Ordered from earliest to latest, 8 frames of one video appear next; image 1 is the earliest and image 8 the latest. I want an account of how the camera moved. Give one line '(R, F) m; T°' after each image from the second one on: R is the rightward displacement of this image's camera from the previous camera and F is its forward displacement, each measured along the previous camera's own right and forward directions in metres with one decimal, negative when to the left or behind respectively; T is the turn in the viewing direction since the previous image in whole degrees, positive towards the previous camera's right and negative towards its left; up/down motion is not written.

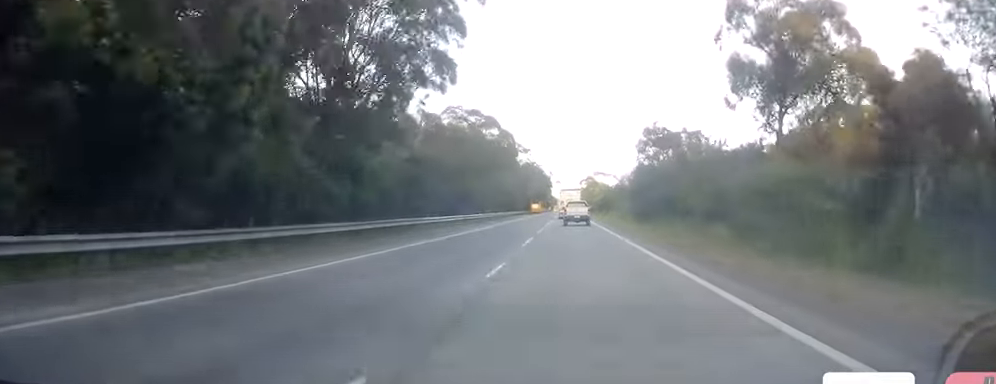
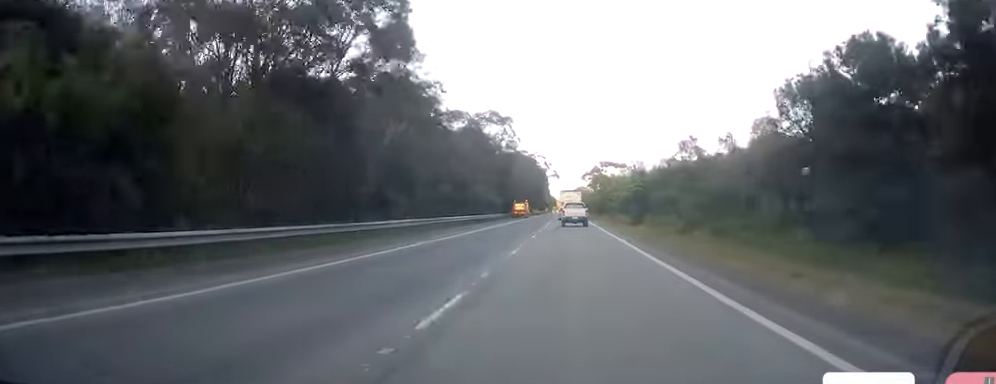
(+0.1, +54.2) m; 0°
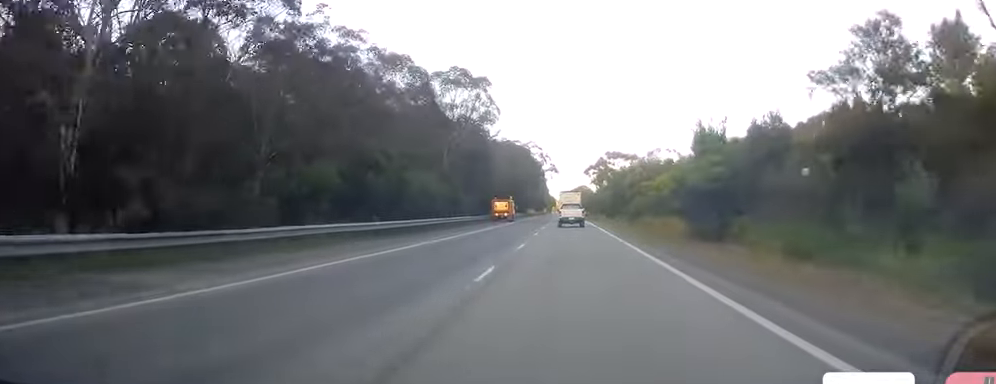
(0.0, +30.9) m; 0°
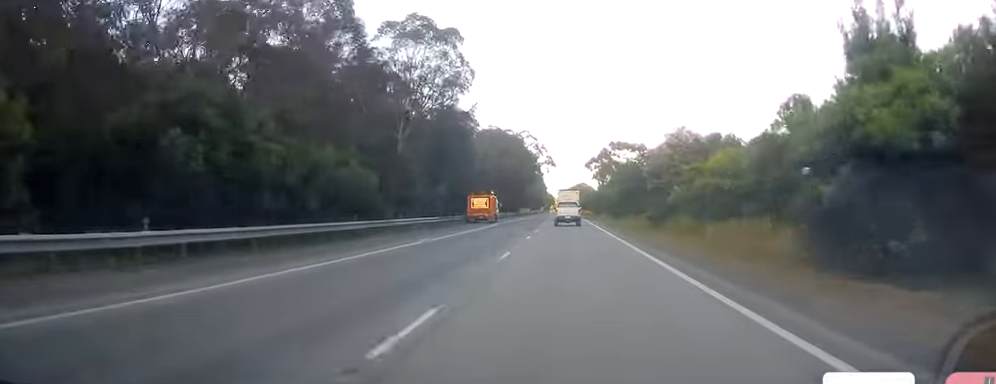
(-0.1, +18.6) m; 0°
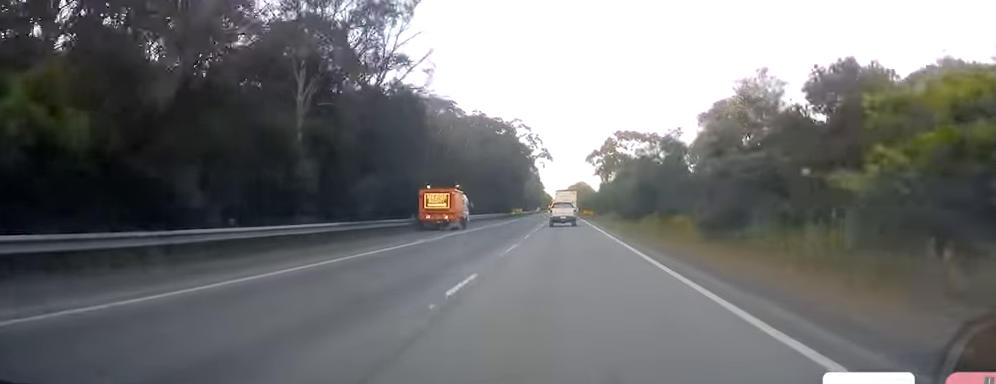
(0.0, +19.5) m; 0°
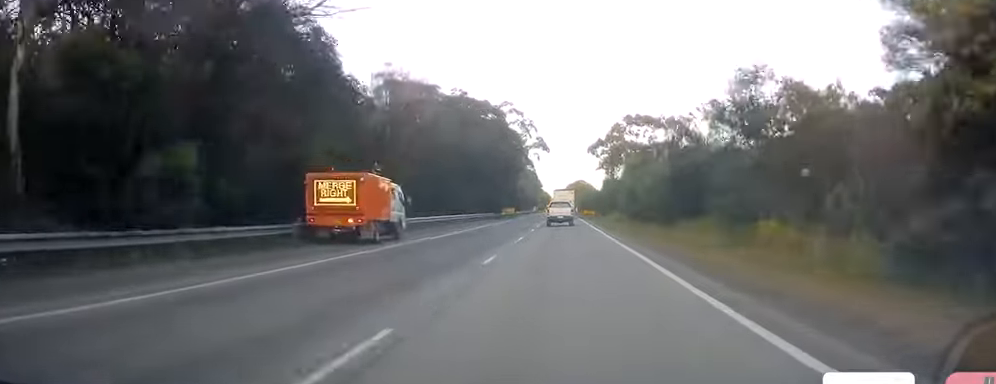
(0.0, +18.6) m; 0°
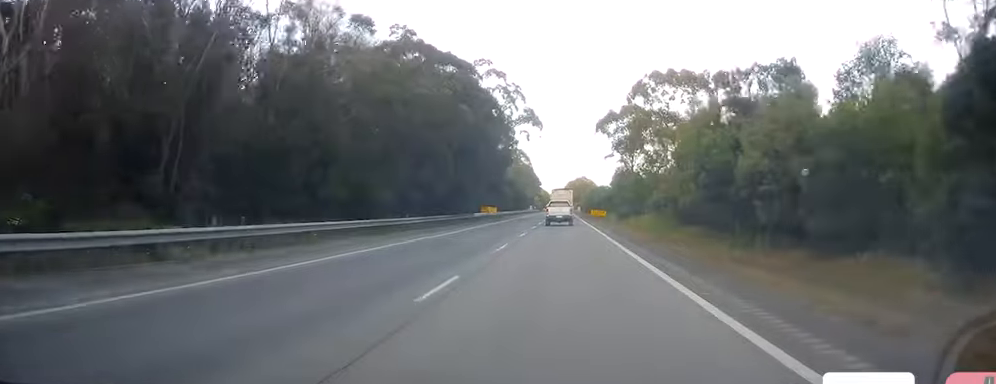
(+0.1, +30.5) m; 0°
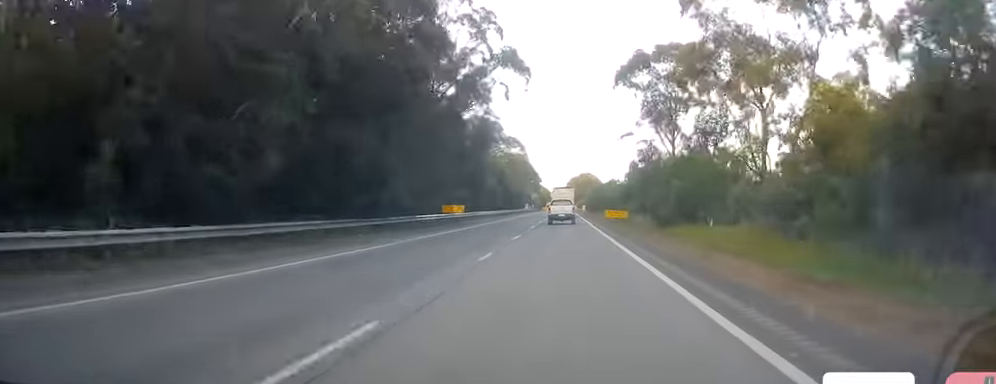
(-0.1, +28.9) m; 0°
